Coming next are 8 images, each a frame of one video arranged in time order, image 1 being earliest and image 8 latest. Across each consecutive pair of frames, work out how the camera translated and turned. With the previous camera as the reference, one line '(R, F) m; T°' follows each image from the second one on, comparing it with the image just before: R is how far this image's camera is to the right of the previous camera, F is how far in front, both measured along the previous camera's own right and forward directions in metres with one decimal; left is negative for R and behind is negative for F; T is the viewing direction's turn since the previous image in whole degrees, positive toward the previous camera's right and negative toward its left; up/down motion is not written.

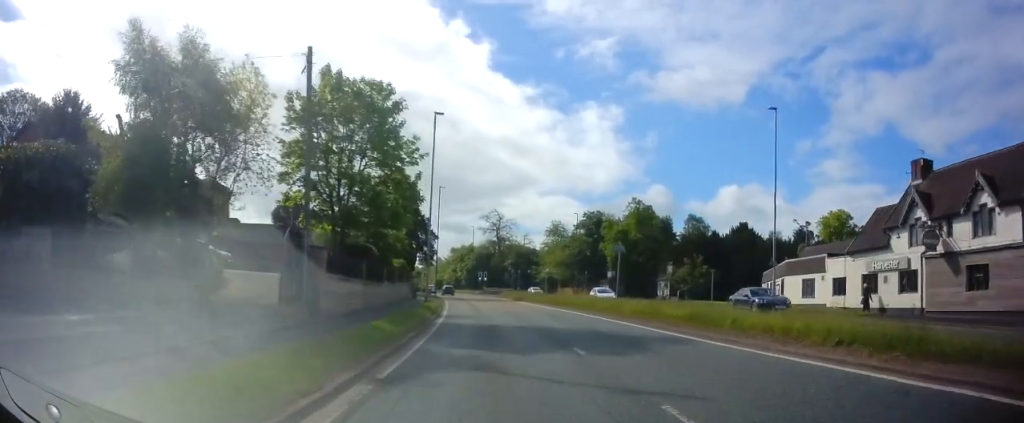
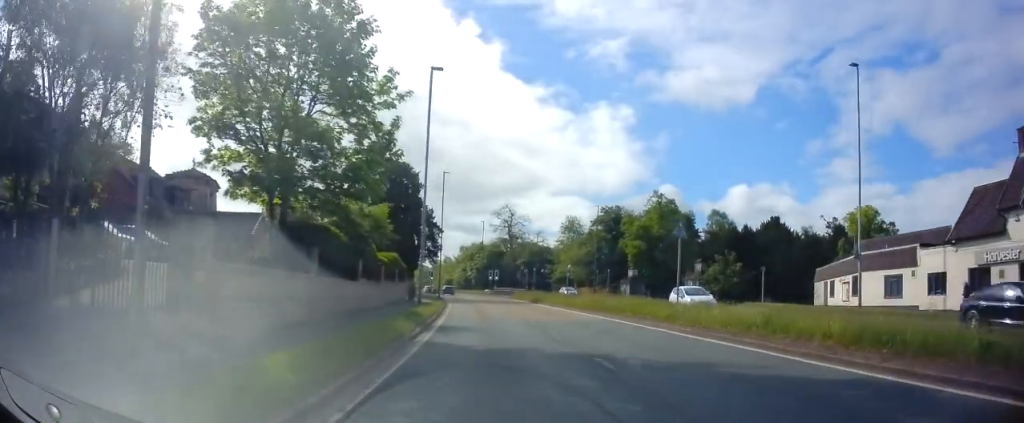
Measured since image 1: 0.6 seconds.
(-0.2, +8.0) m; -1°
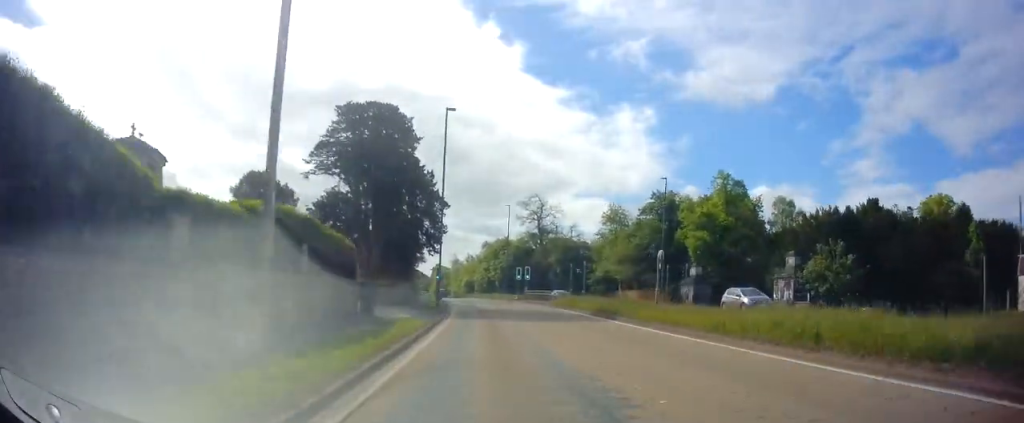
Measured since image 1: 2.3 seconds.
(-0.5, +21.2) m; -3°
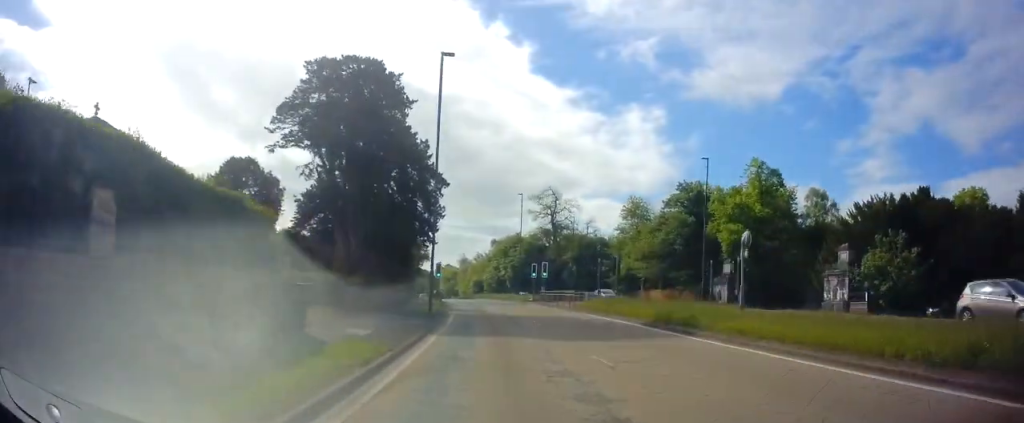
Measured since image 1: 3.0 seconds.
(-0.1, +8.9) m; -2°
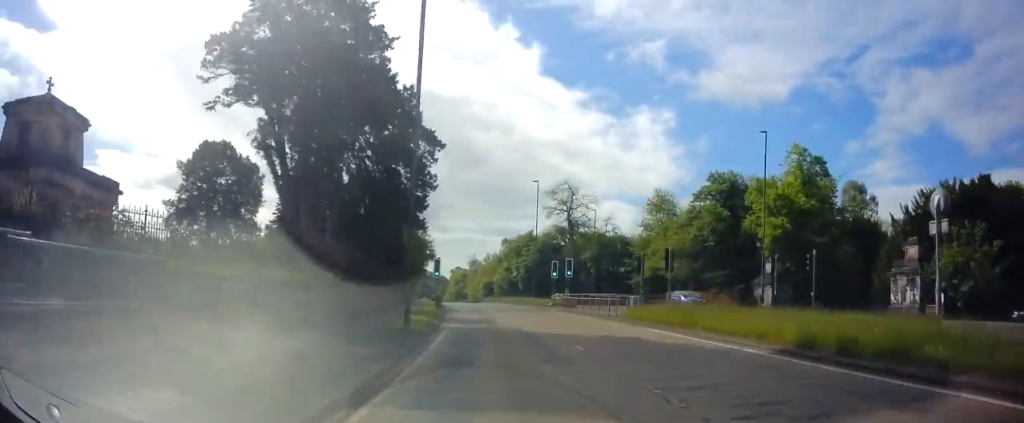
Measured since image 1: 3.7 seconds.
(-0.2, +9.3) m; -1°
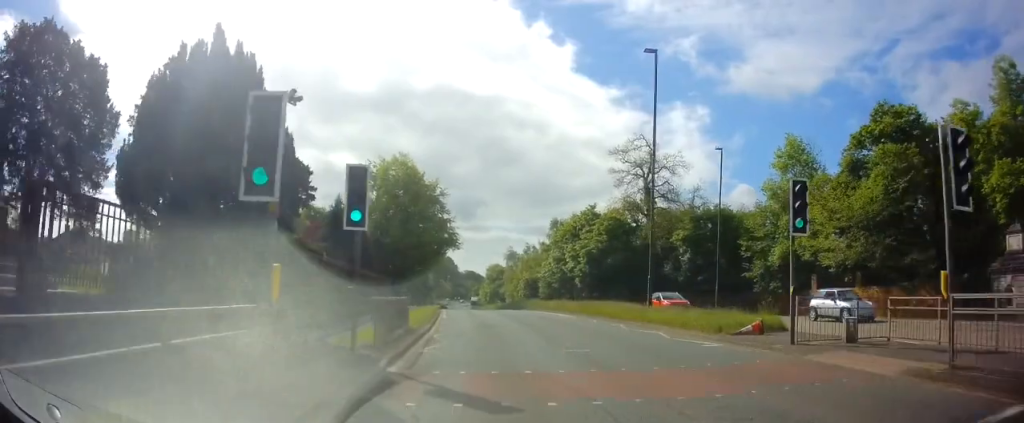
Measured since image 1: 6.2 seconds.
(-0.5, +32.3) m; -4°
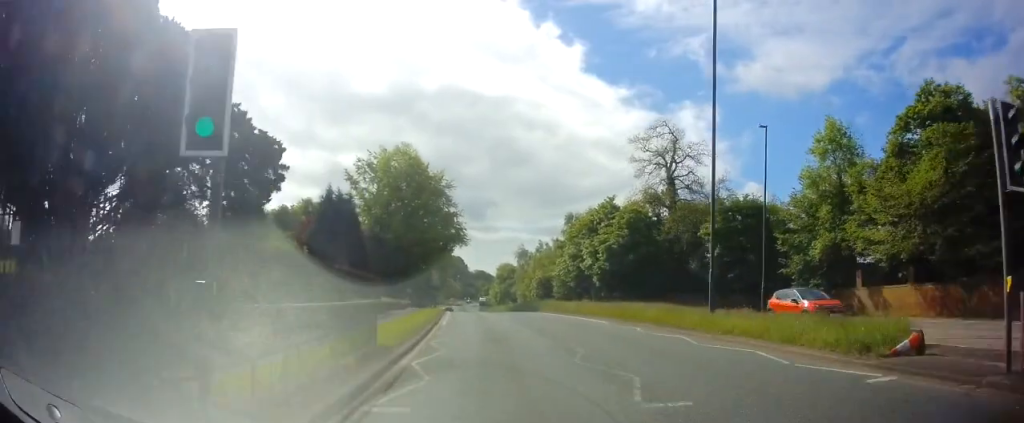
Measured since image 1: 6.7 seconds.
(-0.2, +6.1) m; -1°
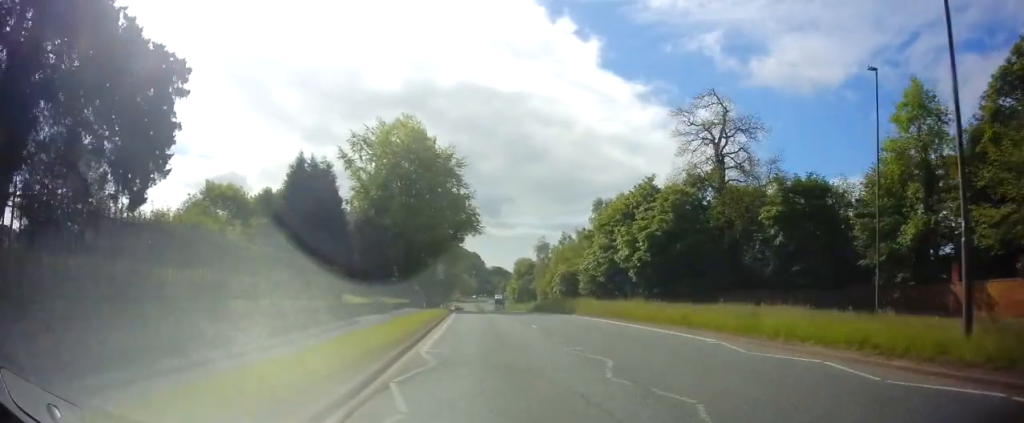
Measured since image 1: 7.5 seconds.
(-0.1, +11.0) m; -1°
